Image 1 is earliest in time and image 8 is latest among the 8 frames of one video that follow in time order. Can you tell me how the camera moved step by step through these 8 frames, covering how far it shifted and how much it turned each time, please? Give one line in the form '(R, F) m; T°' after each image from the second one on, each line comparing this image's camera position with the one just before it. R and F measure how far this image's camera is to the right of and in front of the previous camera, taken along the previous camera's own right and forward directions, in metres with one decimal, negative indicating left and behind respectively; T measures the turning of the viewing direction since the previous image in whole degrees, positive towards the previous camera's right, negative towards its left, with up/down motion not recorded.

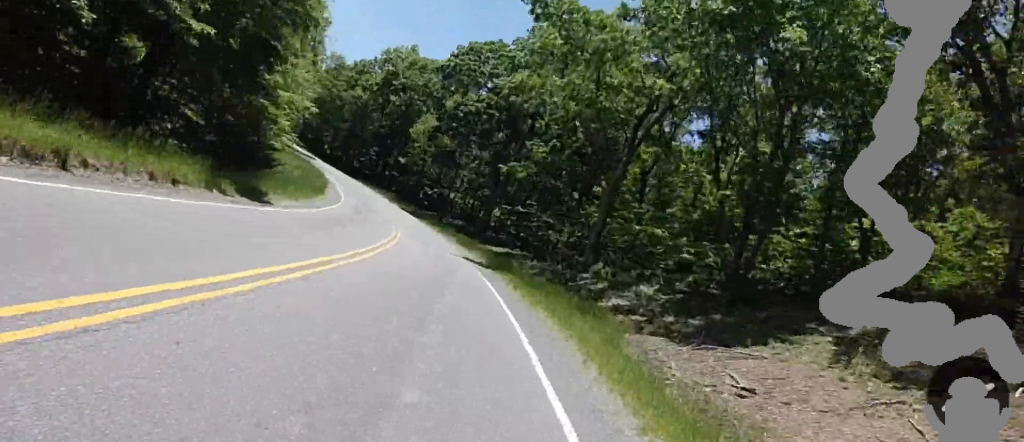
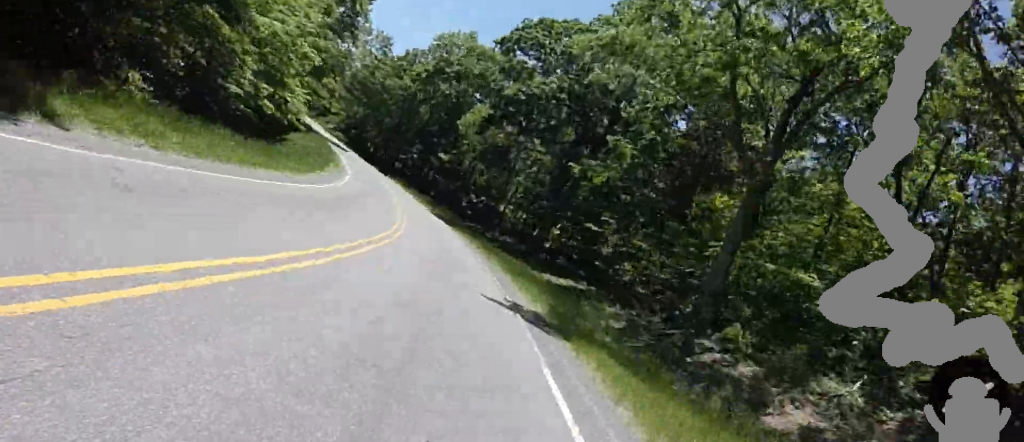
(-0.2, +10.4) m; -3°
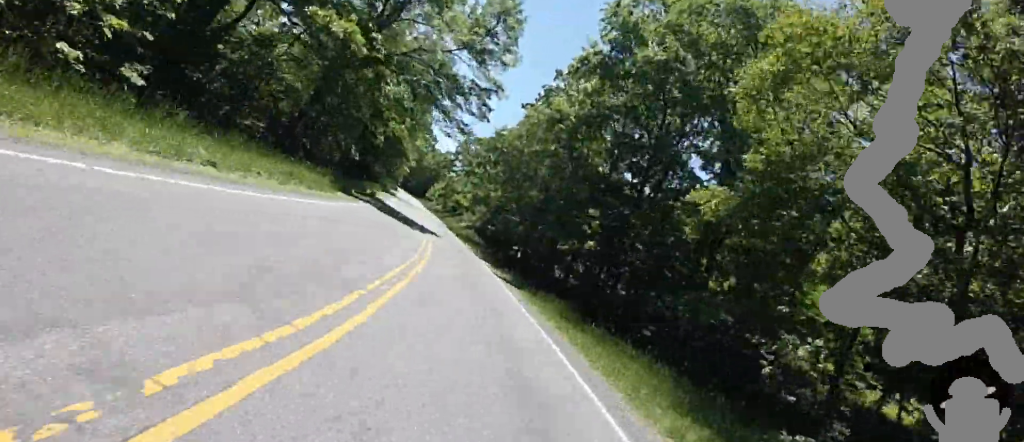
(-5.0, +33.8) m; -19°
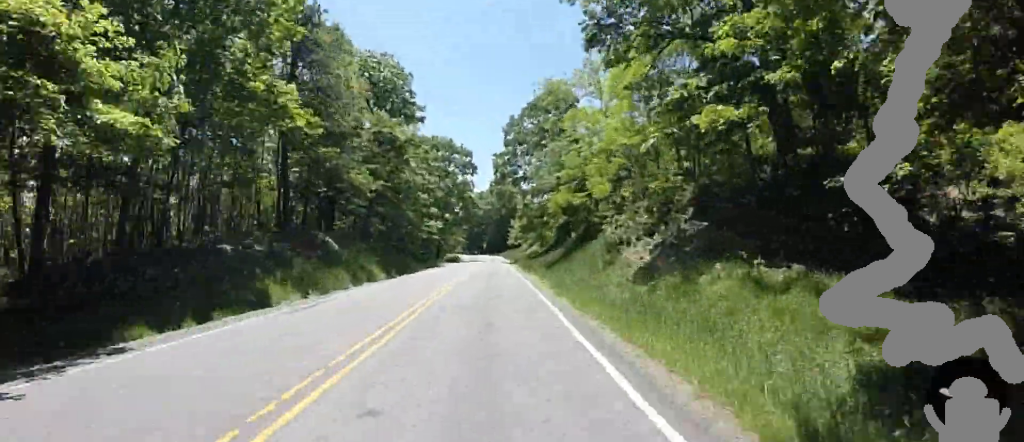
(-11.5, +50.7) m; -25°
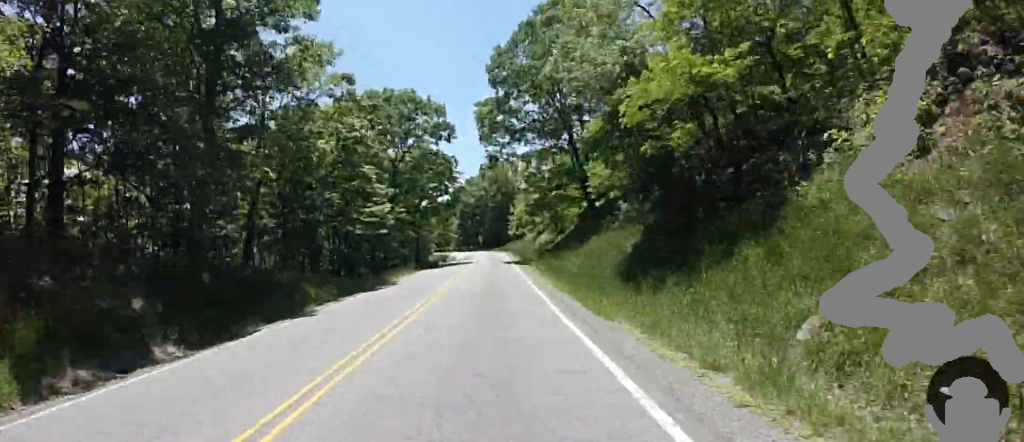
(-1.2, +20.3) m; -6°
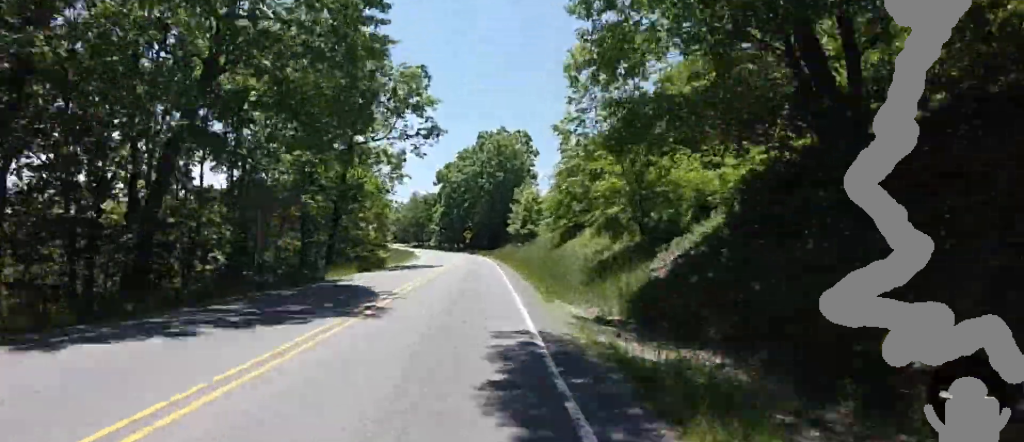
(-1.1, +28.6) m; +11°
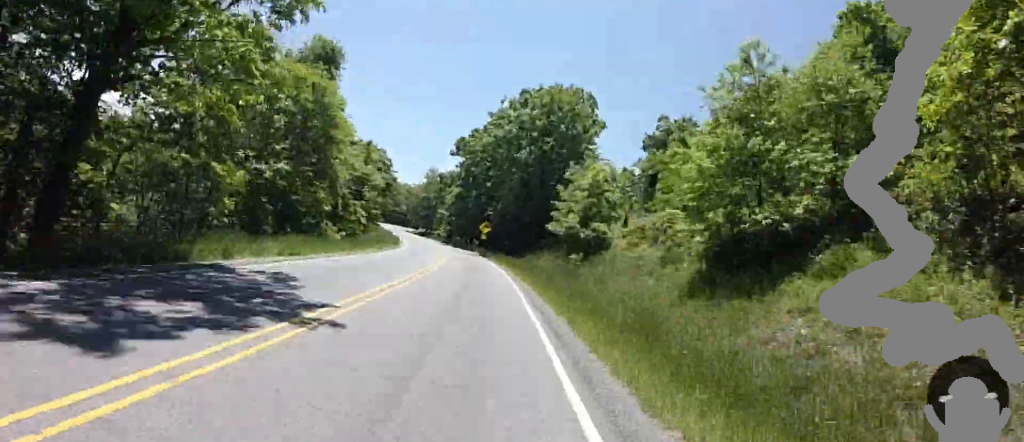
(+6.1, +22.5) m; +6°
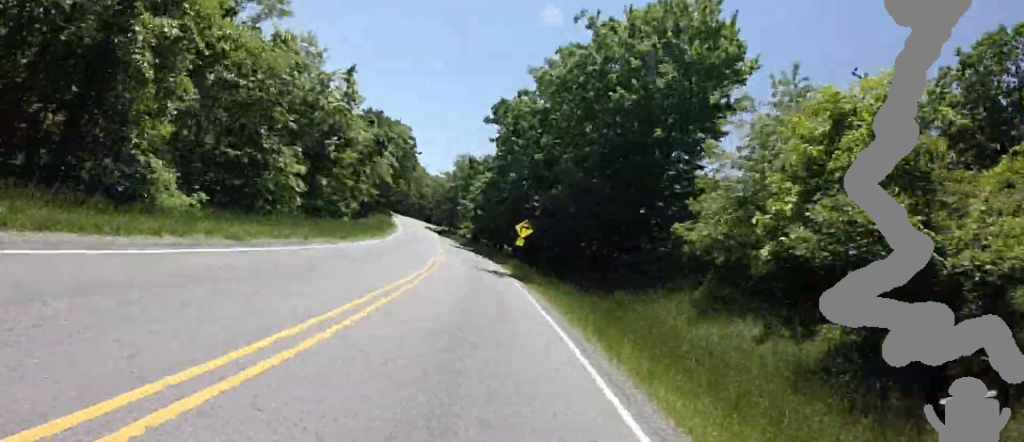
(-3.0, +19.2) m; -12°
